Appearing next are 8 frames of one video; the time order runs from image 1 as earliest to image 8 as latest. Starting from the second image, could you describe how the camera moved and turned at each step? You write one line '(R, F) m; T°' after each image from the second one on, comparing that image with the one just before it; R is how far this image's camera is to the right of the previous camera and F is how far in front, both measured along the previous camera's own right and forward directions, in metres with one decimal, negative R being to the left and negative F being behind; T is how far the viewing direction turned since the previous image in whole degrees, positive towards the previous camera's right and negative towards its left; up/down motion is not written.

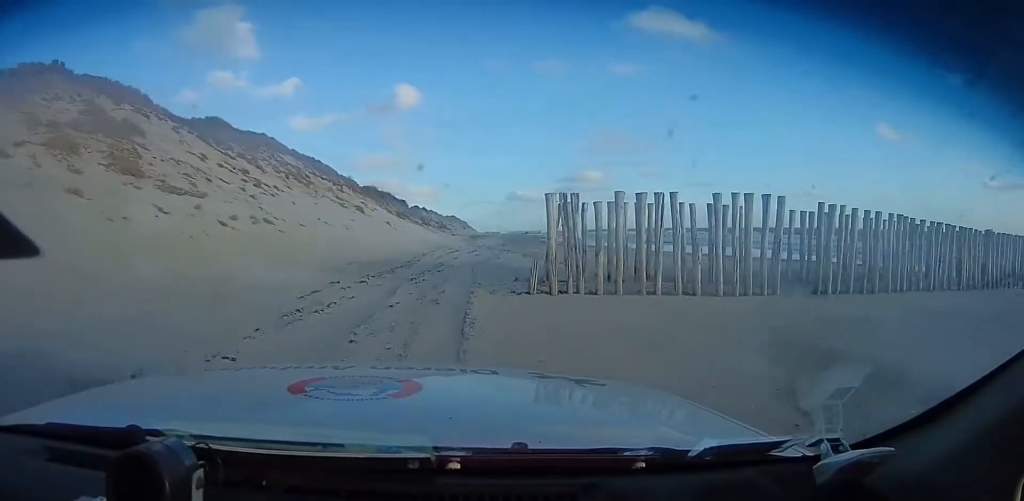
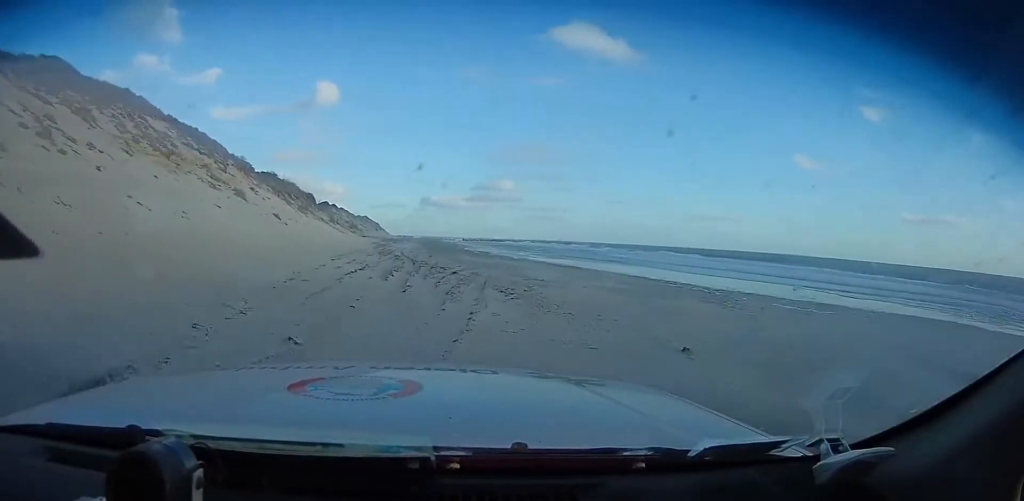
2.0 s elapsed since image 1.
(+1.2, +16.9) m; +15°
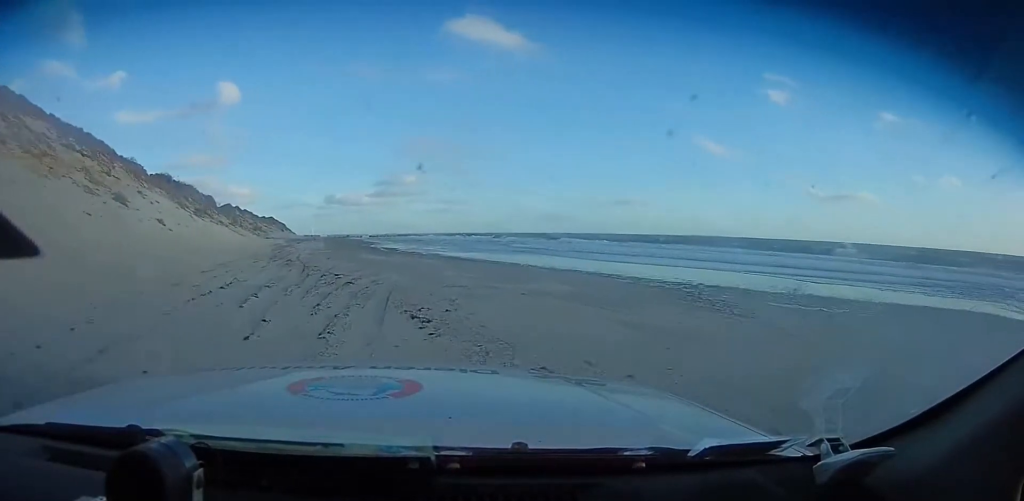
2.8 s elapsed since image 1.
(+0.3, +5.7) m; +2°
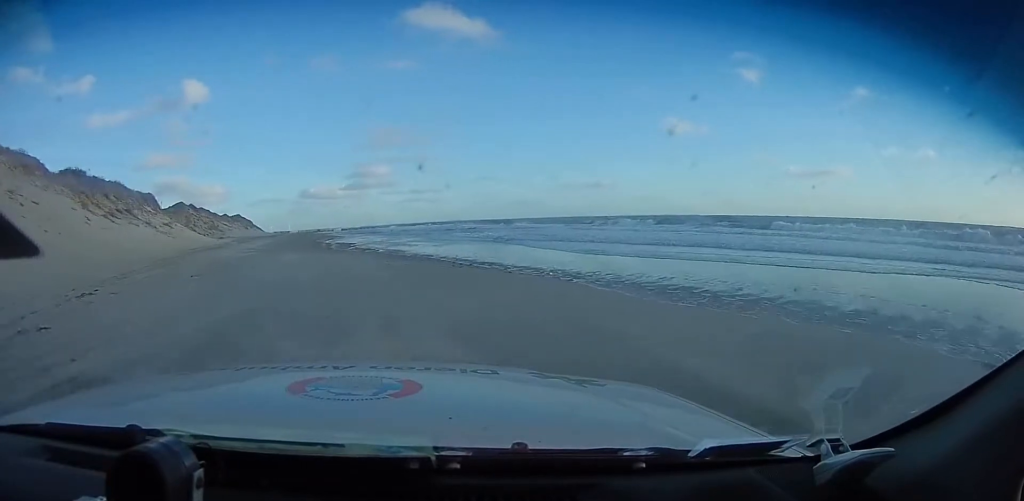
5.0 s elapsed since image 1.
(+0.2, +17.7) m; +6°
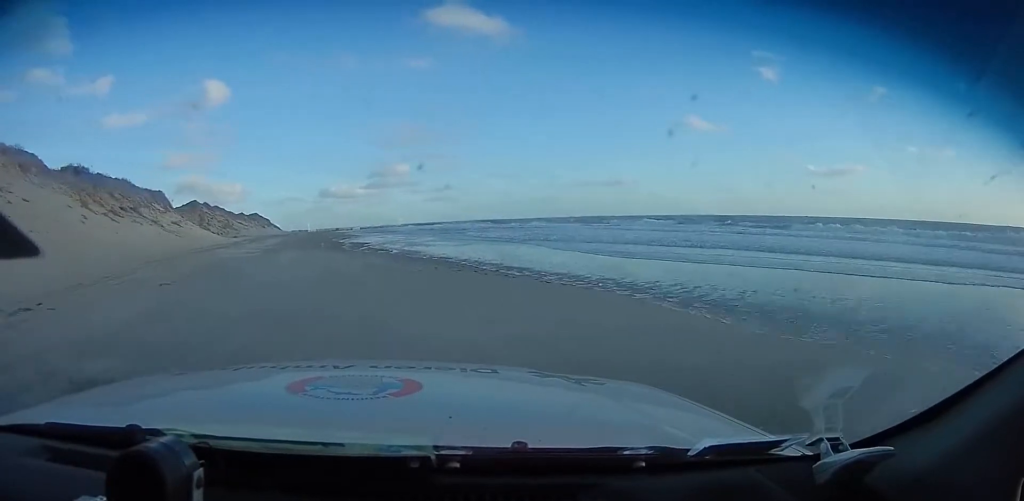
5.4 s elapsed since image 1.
(+0.1, +3.4) m; -1°
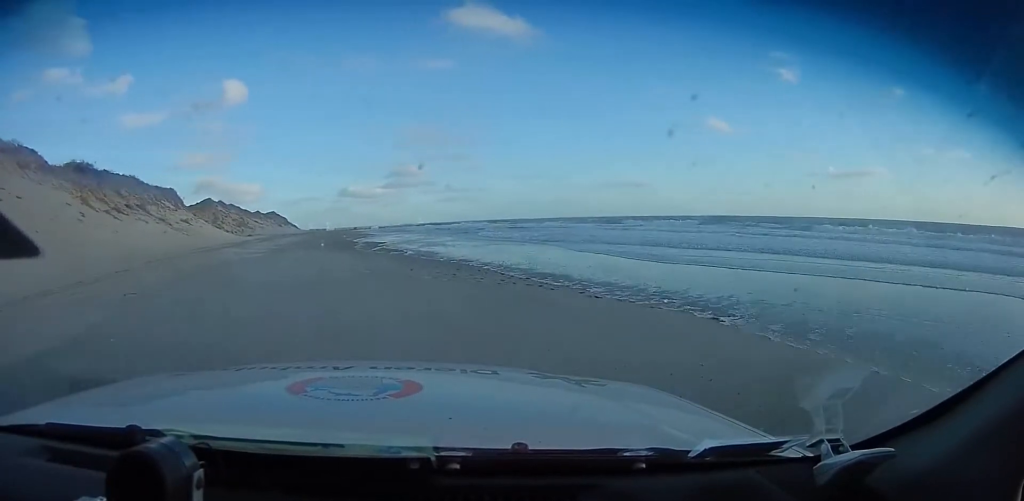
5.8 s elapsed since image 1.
(+0.4, +3.1) m; -2°
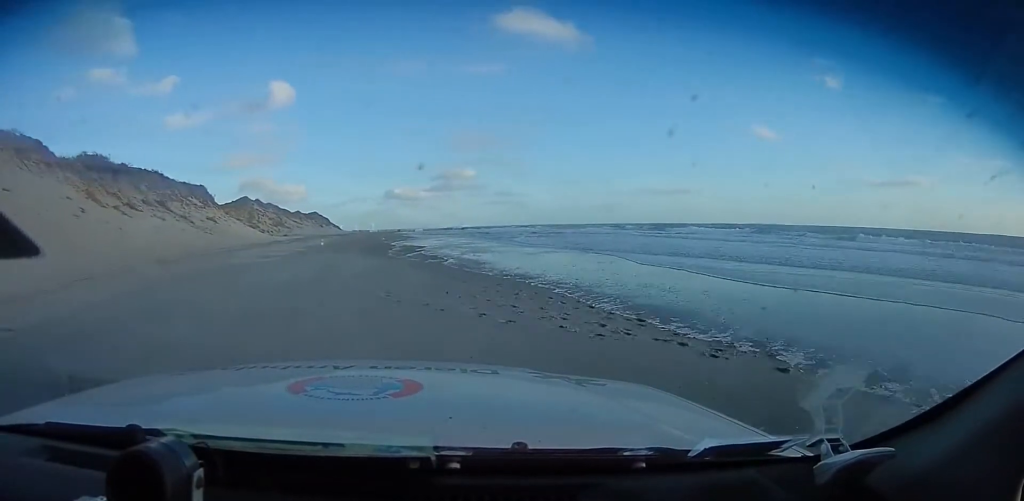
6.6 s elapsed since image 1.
(-0.5, +6.4) m; -5°
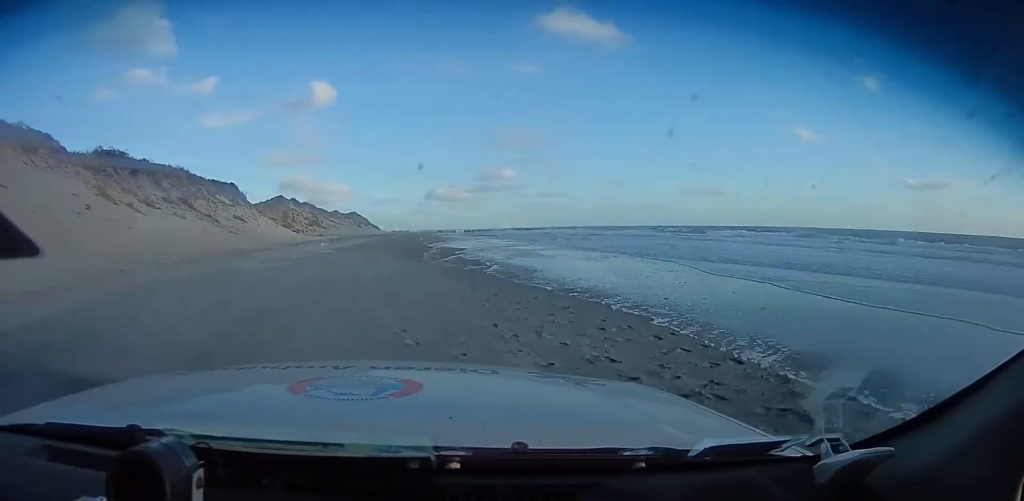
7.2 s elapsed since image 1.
(-0.7, +4.7) m; -3°
